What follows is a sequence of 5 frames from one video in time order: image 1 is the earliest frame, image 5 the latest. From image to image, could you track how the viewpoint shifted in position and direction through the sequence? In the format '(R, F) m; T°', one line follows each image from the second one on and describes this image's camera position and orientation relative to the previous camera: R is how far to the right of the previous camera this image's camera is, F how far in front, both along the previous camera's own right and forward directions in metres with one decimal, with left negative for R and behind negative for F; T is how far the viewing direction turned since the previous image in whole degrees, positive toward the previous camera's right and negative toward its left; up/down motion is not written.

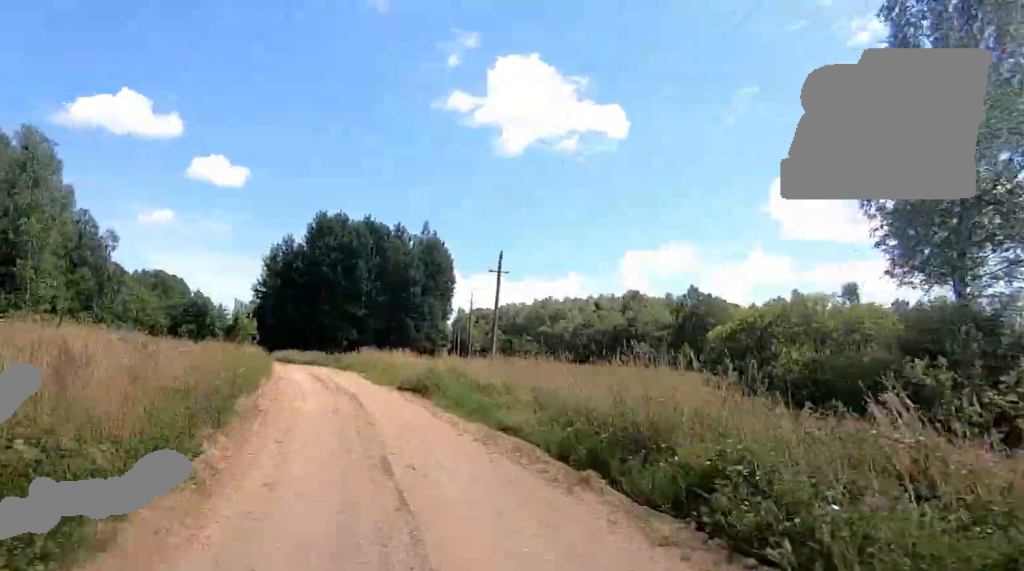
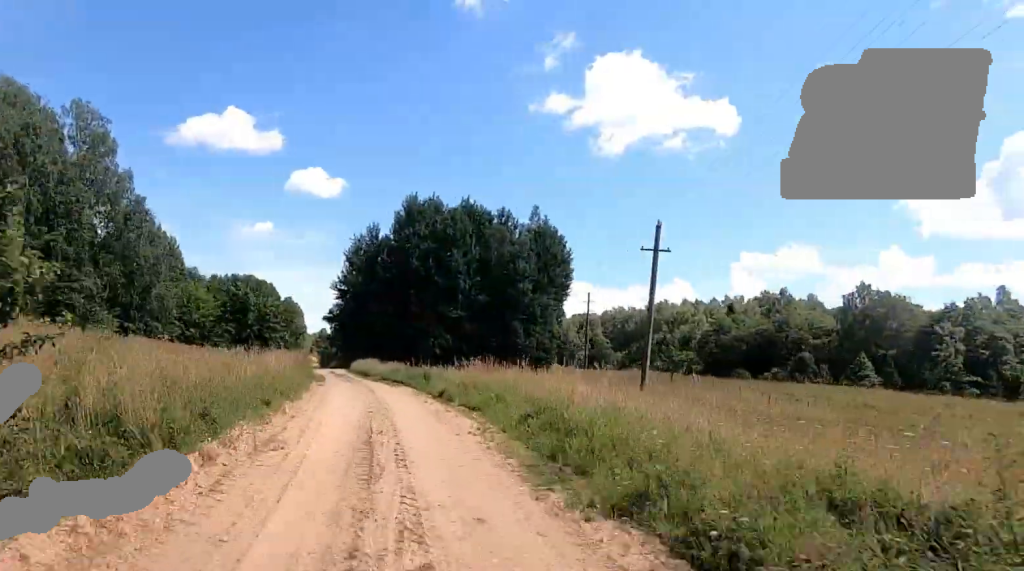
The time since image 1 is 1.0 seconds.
(-0.6, +15.8) m; -2°
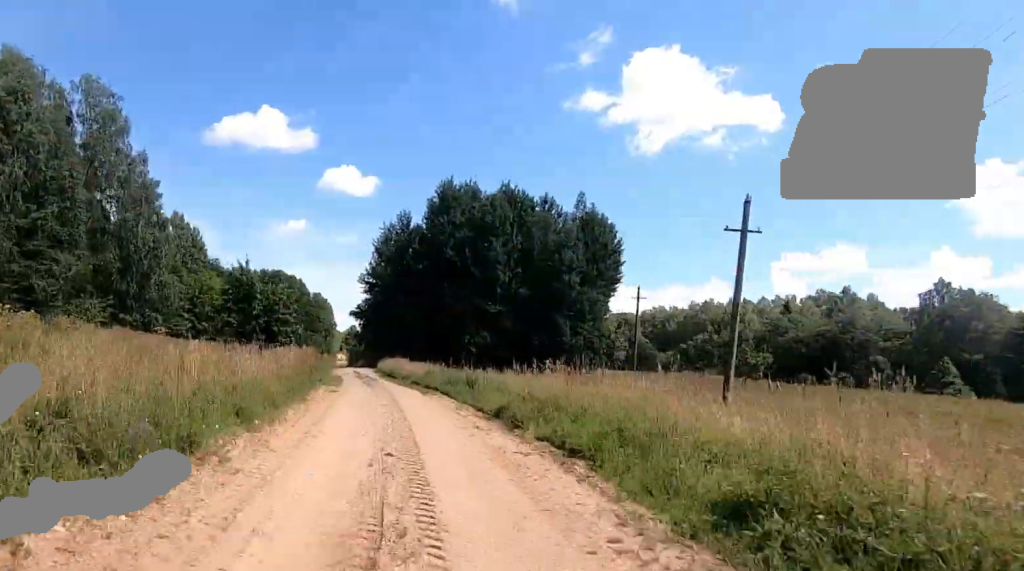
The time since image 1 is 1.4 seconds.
(0.0, +6.5) m; 0°
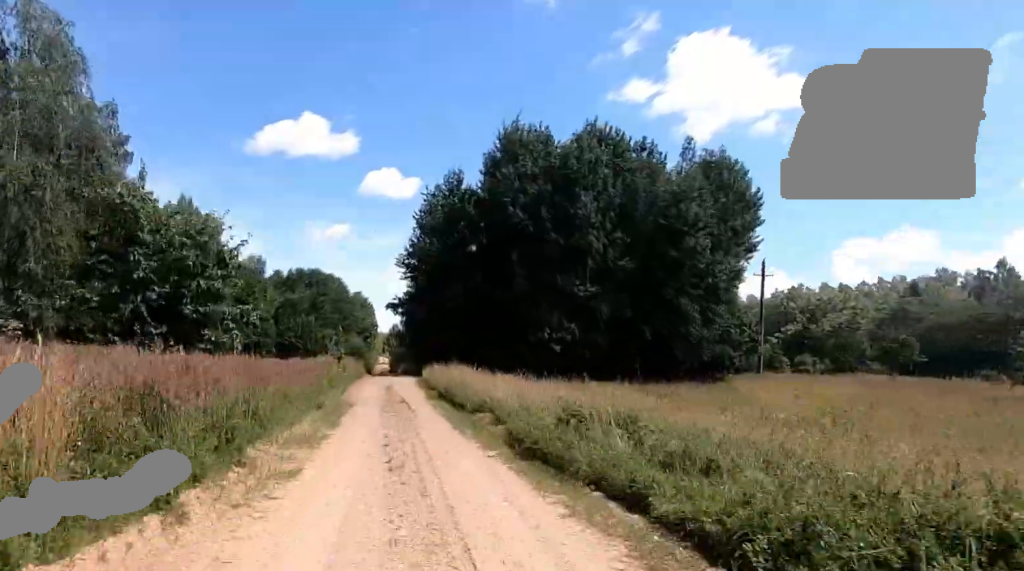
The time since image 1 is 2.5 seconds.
(0.0, +18.2) m; 0°
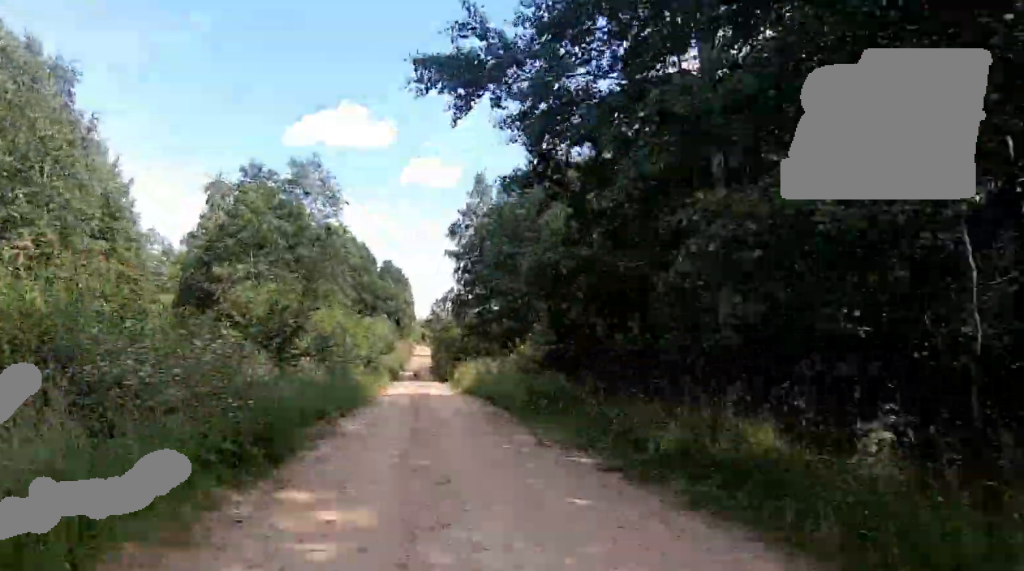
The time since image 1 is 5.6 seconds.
(-0.4, +50.2) m; -5°
